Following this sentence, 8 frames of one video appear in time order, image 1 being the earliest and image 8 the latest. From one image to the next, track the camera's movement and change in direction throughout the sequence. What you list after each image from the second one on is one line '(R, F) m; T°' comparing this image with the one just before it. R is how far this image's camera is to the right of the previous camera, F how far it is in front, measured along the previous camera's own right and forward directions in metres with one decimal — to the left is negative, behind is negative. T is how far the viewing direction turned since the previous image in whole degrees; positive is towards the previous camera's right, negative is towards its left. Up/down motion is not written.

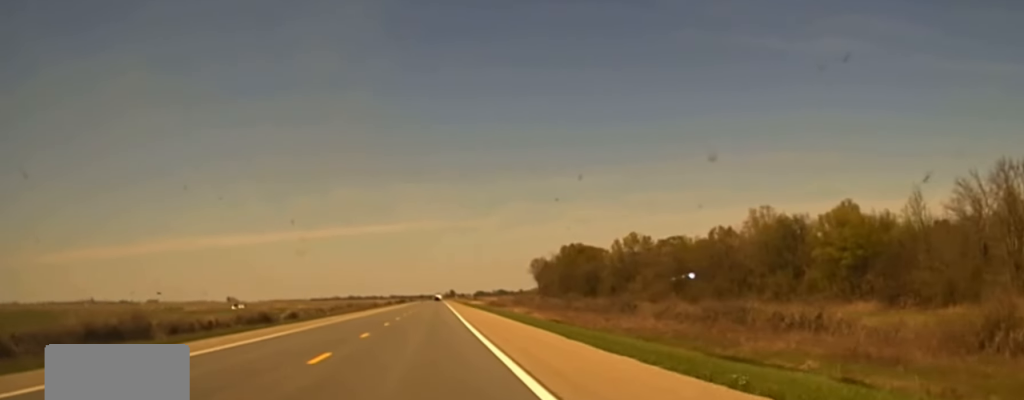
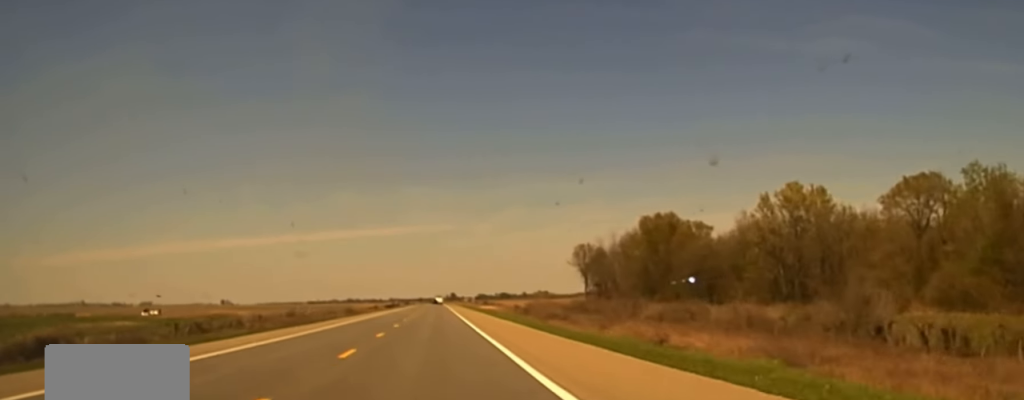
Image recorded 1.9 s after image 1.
(+0.3, +108.1) m; 0°
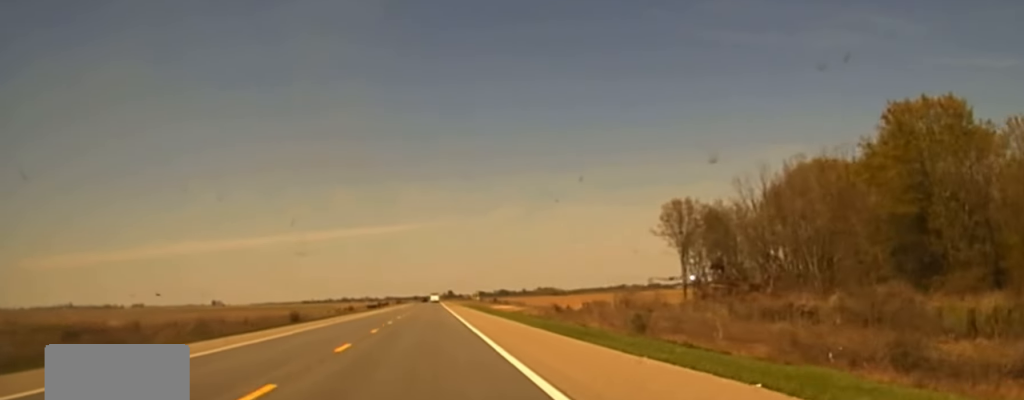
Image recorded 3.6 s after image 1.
(0.0, +89.7) m; 0°
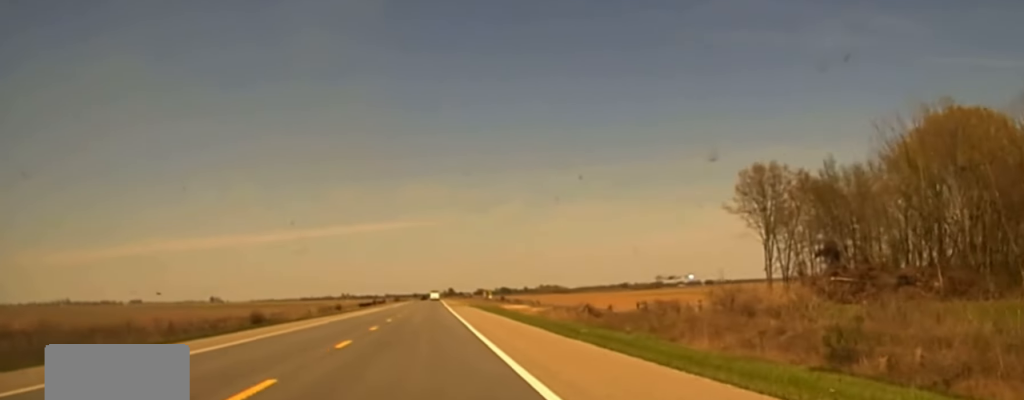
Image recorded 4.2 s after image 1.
(0.0, +31.6) m; 0°
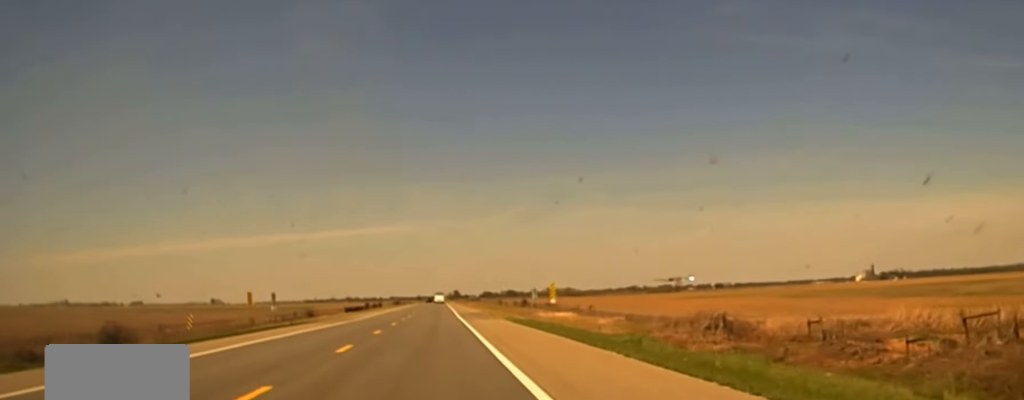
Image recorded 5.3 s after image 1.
(-0.2, +54.3) m; 0°
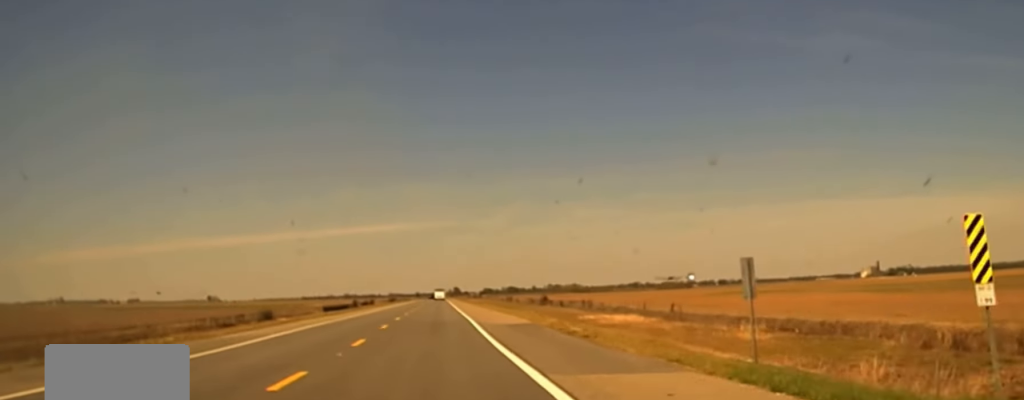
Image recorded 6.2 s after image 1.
(0.0, +45.9) m; 0°
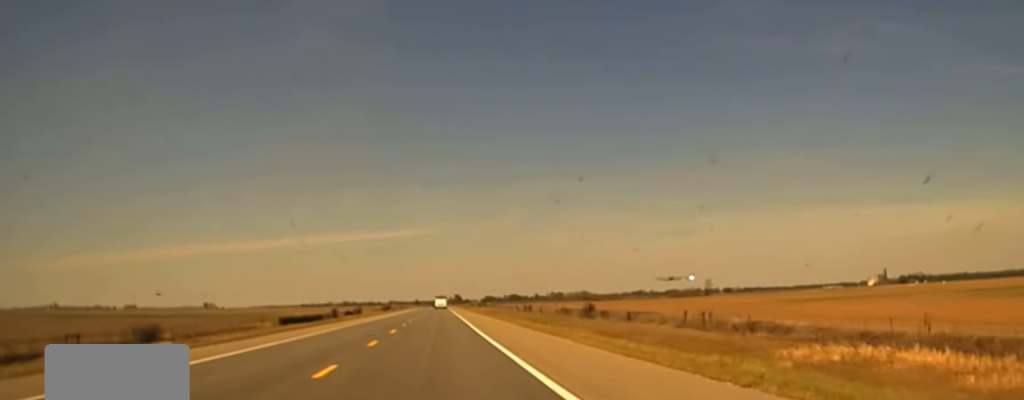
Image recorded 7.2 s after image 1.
(+0.2, +62.4) m; 0°
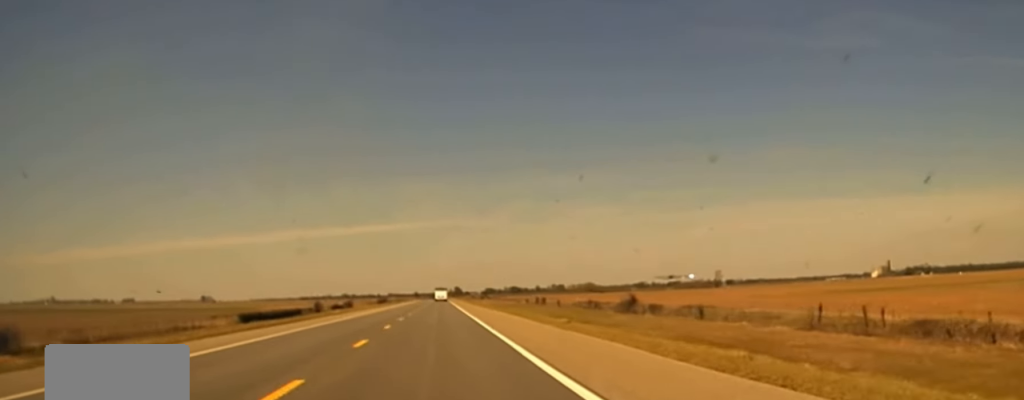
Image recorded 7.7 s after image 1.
(0.0, +35.1) m; 0°
